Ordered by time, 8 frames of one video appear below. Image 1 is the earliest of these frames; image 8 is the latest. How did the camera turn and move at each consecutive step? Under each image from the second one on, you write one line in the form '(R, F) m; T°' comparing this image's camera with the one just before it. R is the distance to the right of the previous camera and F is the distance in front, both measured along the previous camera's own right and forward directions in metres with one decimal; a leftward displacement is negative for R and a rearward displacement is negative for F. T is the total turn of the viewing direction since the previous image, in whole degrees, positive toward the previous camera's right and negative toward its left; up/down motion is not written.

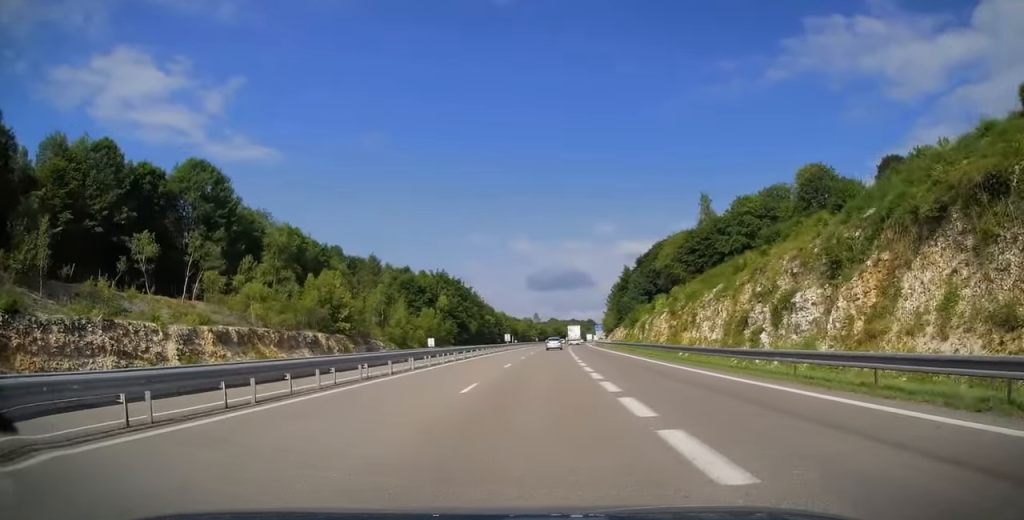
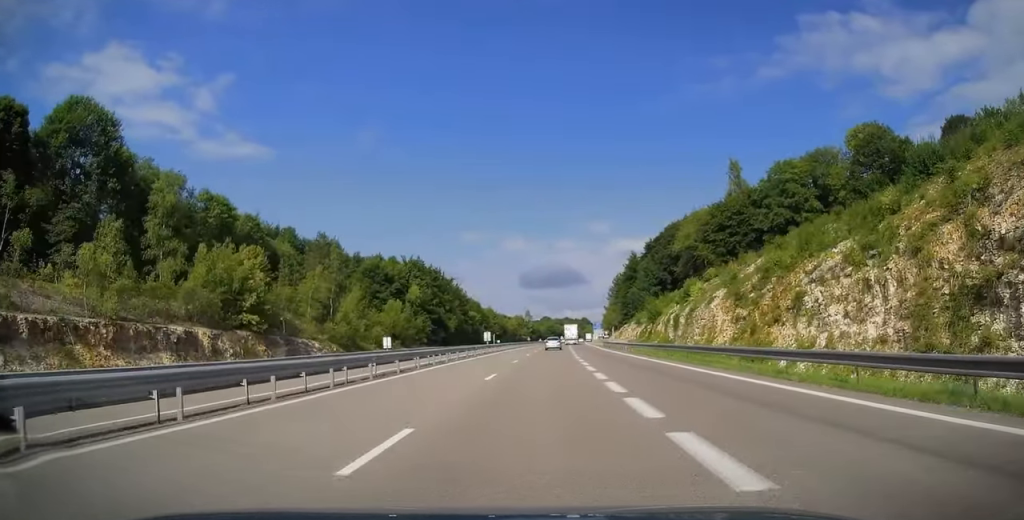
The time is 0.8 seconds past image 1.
(+0.3, +23.0) m; +1°
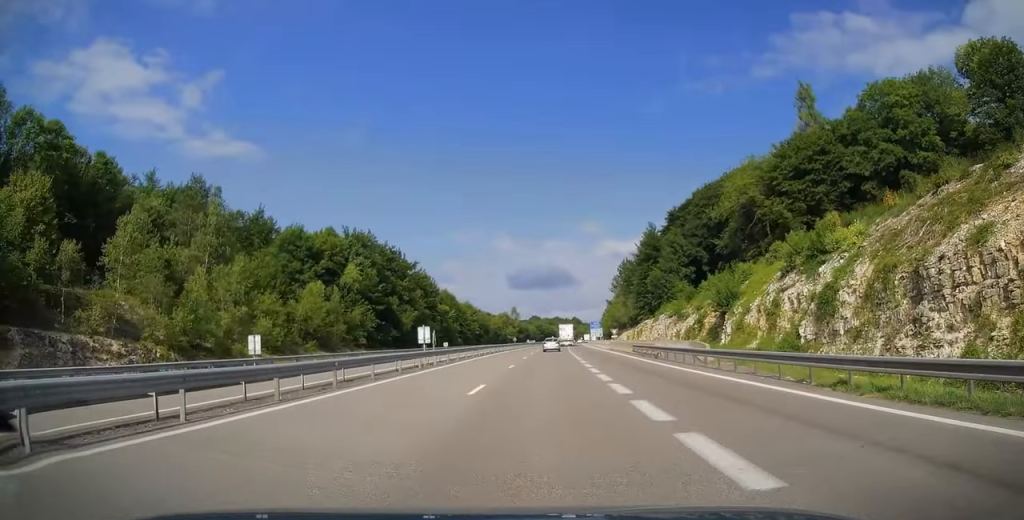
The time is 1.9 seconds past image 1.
(+0.1, +31.9) m; +1°
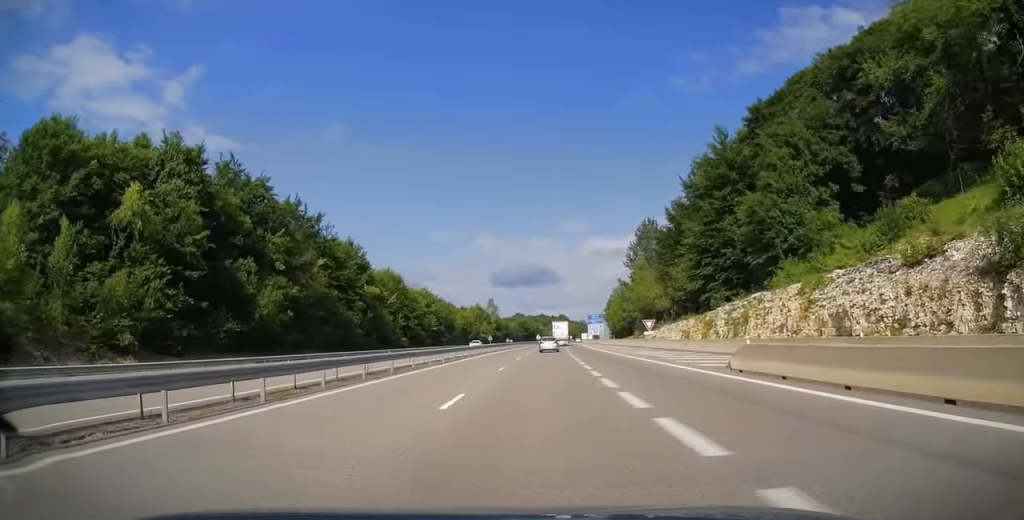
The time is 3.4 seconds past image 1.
(+1.1, +44.0) m; +2°
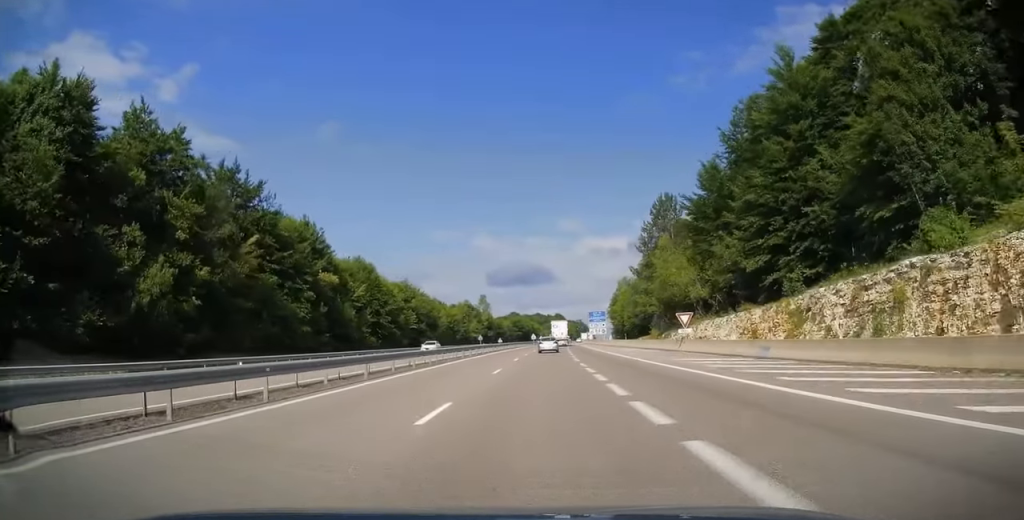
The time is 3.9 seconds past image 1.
(+0.2, +15.6) m; 0°
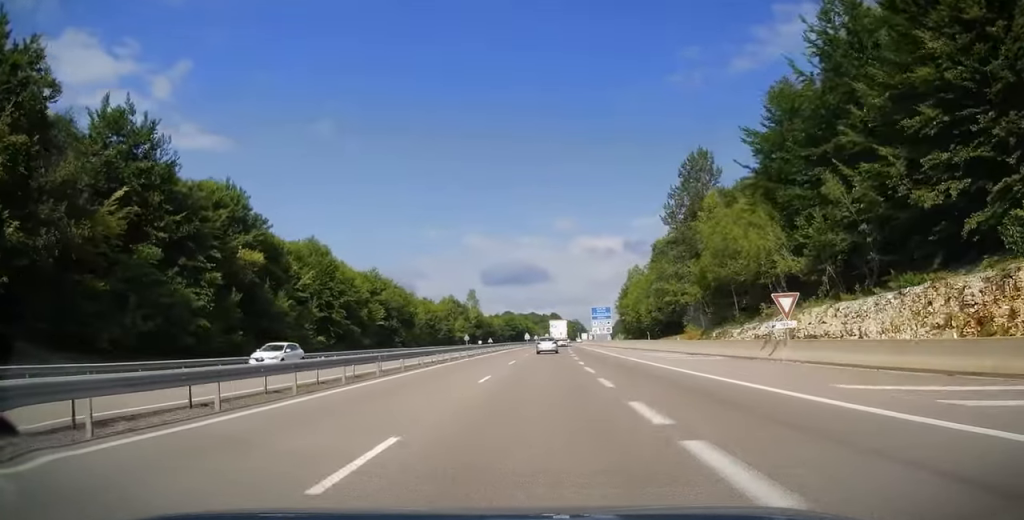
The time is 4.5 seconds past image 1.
(-0.3, +17.9) m; 0°
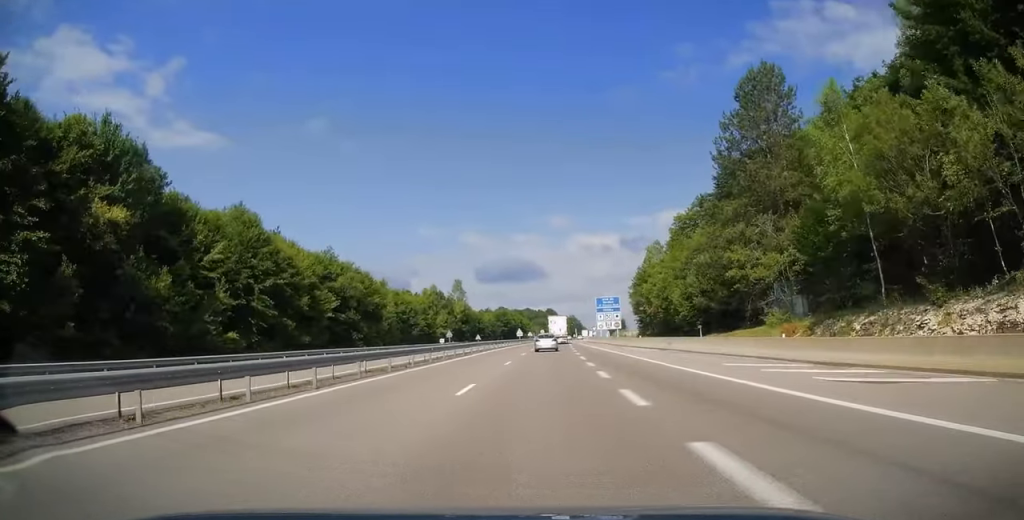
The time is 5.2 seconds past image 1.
(0.0, +18.2) m; +1°
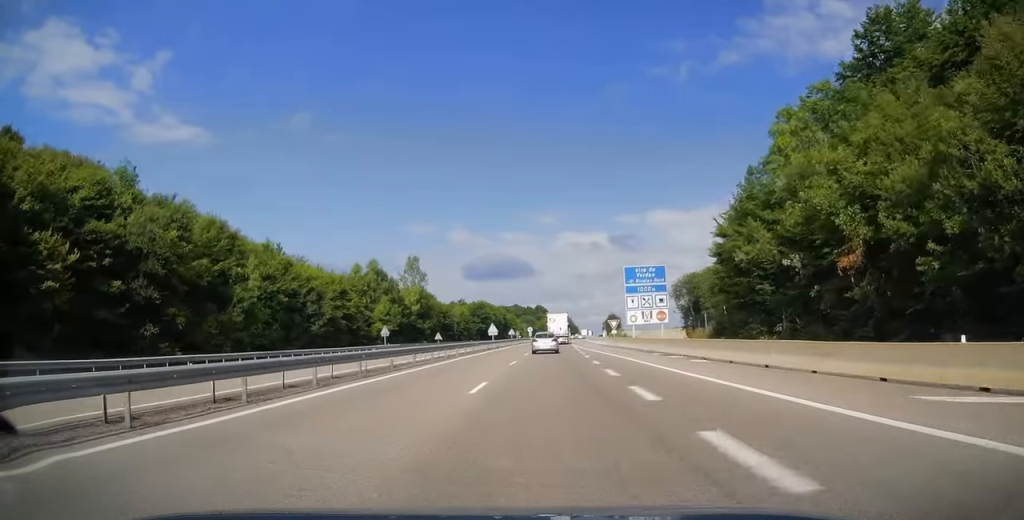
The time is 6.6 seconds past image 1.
(+0.9, +39.3) m; +2°
